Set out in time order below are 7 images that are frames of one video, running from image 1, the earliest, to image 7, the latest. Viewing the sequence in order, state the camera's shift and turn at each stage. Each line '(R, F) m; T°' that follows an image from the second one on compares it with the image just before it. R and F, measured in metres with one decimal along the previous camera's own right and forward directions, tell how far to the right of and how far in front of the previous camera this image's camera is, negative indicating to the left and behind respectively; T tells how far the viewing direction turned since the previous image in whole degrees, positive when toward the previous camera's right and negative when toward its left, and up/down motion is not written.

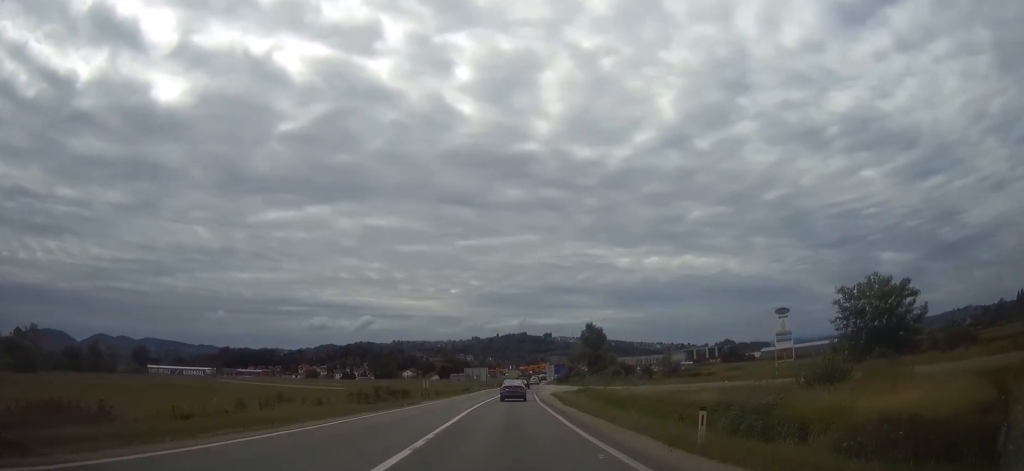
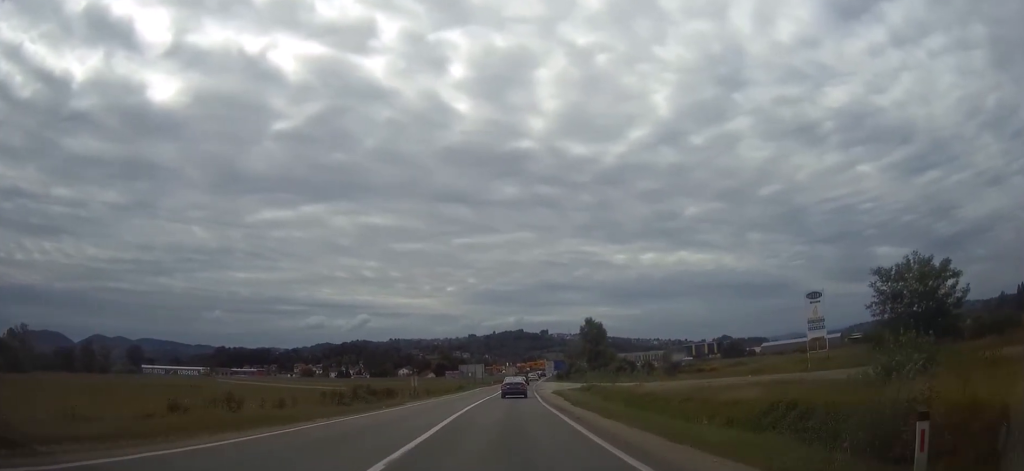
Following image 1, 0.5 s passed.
(-0.1, +6.6) m; 0°
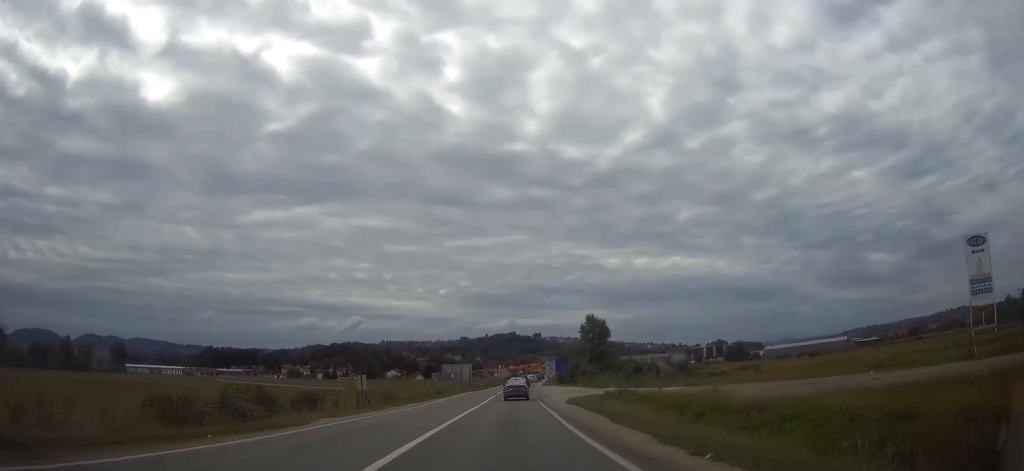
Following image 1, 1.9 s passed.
(+0.2, +20.1) m; +1°
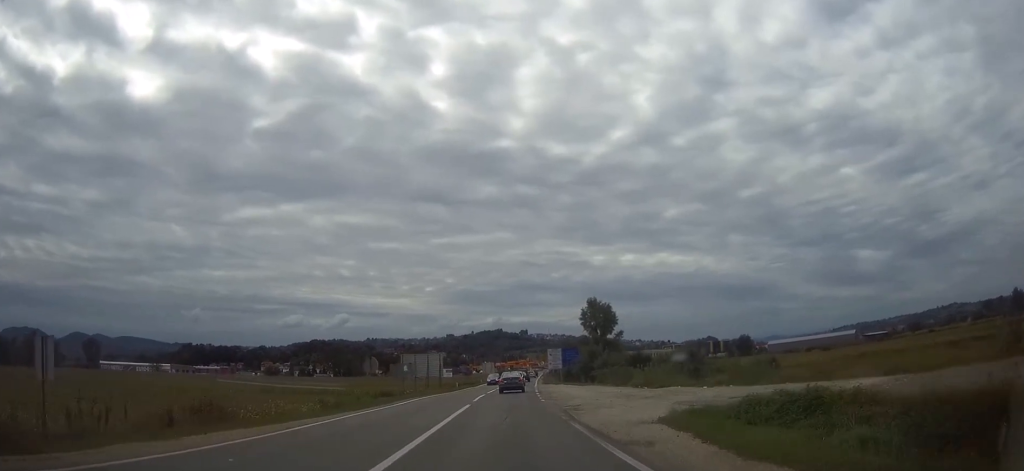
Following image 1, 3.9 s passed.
(+0.1, +29.6) m; 0°
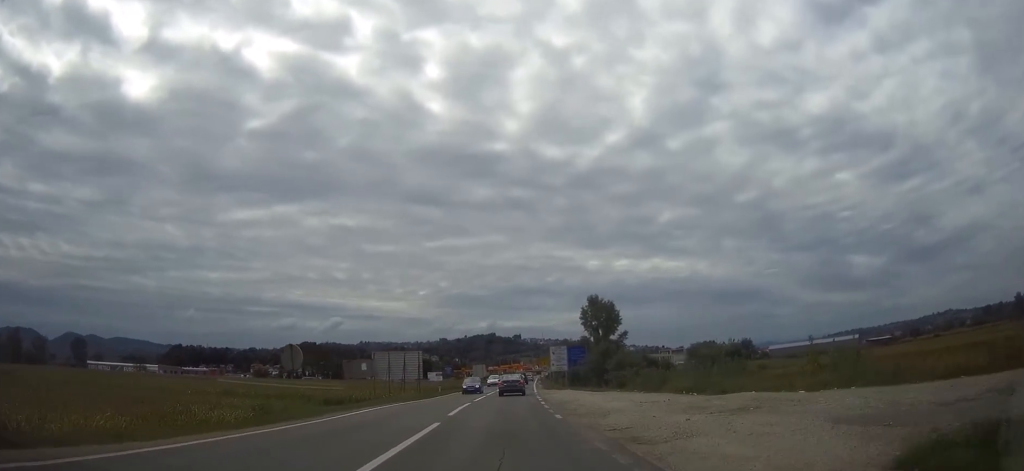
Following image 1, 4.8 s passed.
(0.0, +12.9) m; +1°
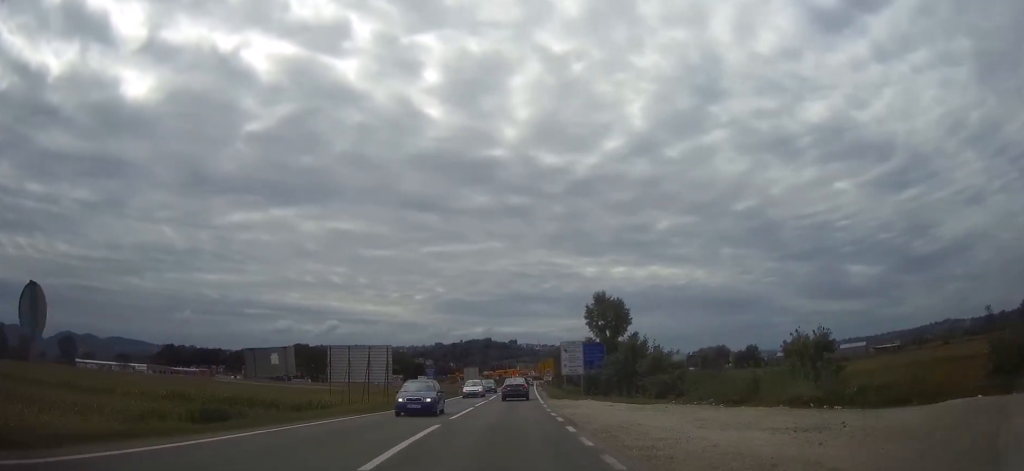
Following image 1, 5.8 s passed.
(+0.2, +14.3) m; 0°
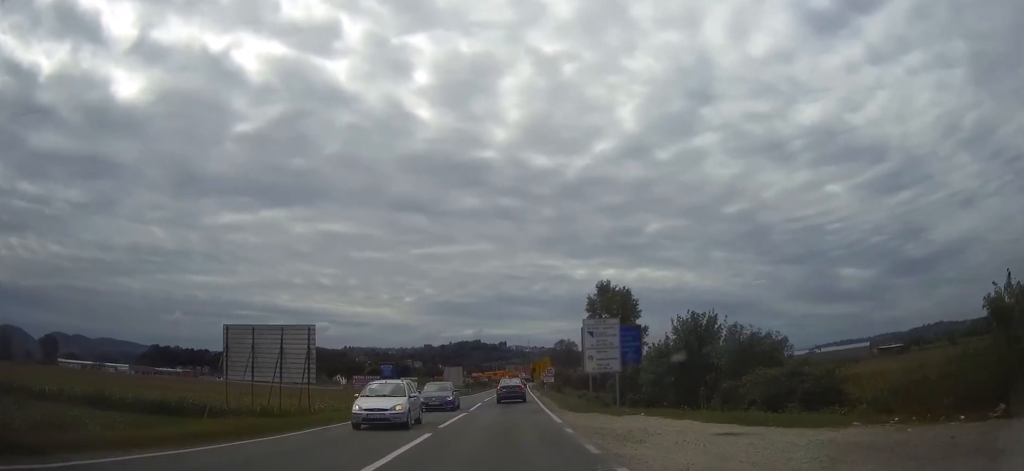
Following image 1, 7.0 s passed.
(0.0, +16.8) m; +1°
